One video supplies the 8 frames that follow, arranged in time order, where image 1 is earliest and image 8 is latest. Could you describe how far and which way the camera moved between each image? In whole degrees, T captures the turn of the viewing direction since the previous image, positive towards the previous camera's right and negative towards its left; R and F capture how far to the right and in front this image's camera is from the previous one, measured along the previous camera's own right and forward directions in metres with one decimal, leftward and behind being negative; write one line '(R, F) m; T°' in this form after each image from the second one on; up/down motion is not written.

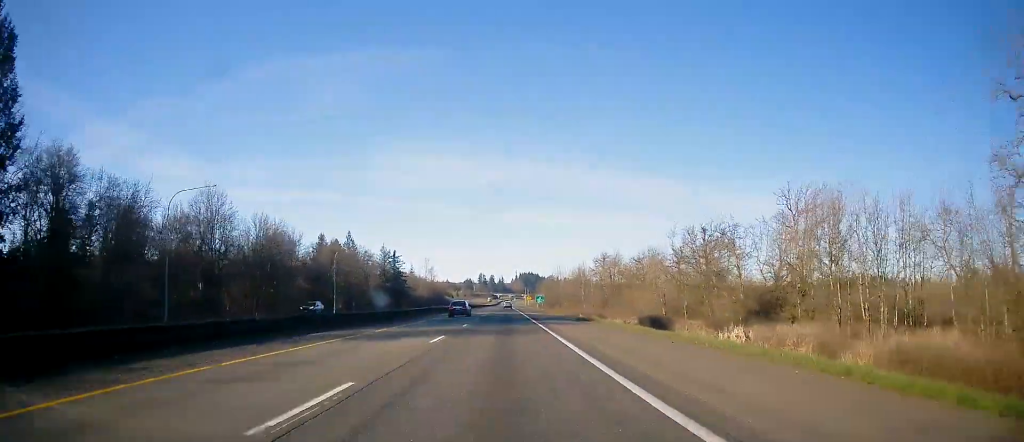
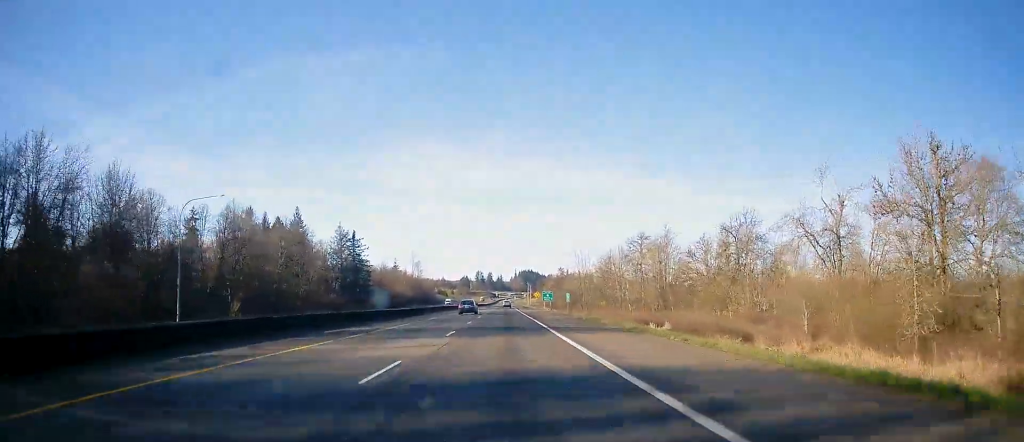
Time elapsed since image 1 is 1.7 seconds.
(-0.3, +57.9) m; 0°
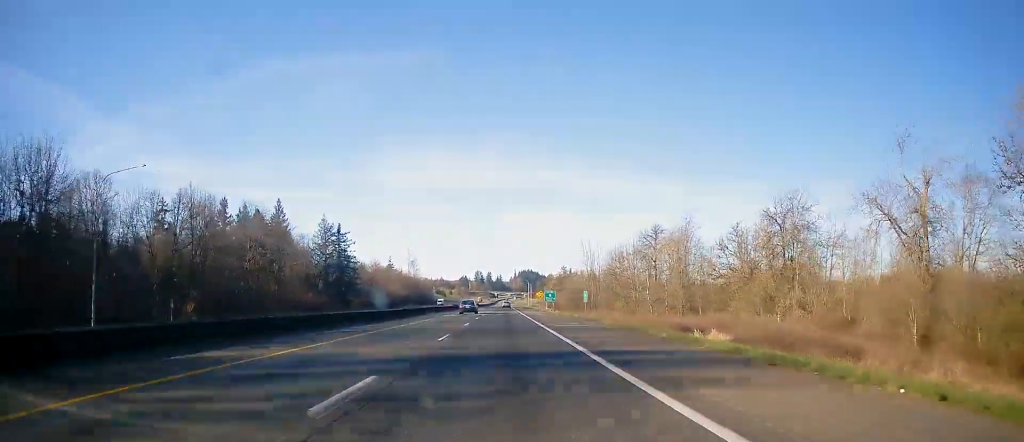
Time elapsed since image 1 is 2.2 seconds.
(-0.1, +14.5) m; 0°
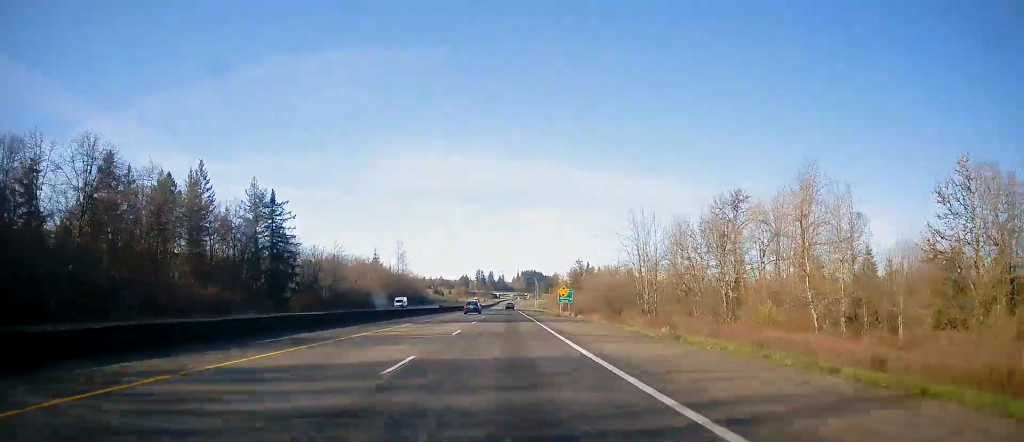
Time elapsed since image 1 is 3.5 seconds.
(+0.4, +45.4) m; 0°
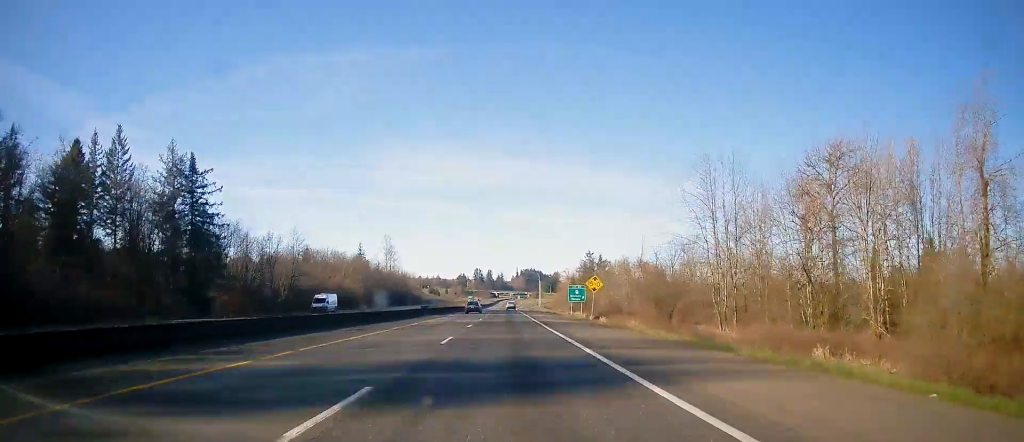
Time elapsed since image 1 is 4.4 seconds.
(-0.3, +28.9) m; -1°
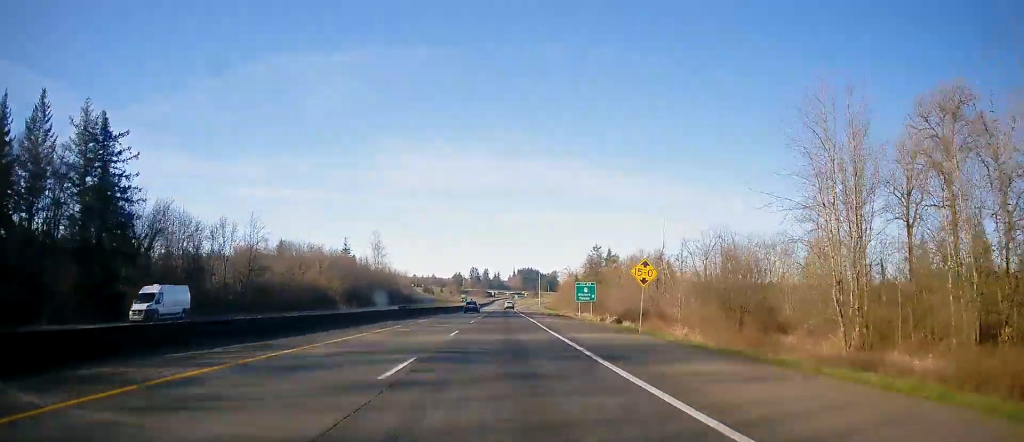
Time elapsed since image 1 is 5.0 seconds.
(0.0, +20.0) m; 0°
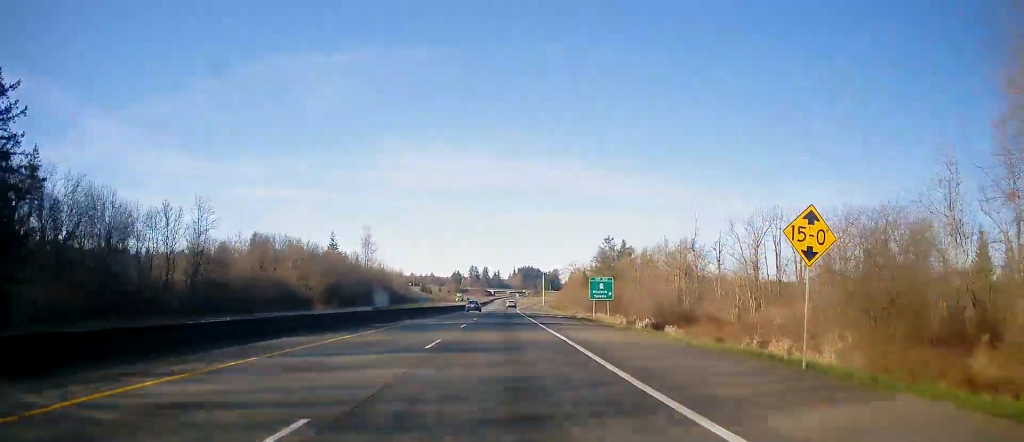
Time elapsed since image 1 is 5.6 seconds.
(0.0, +18.9) m; 0°
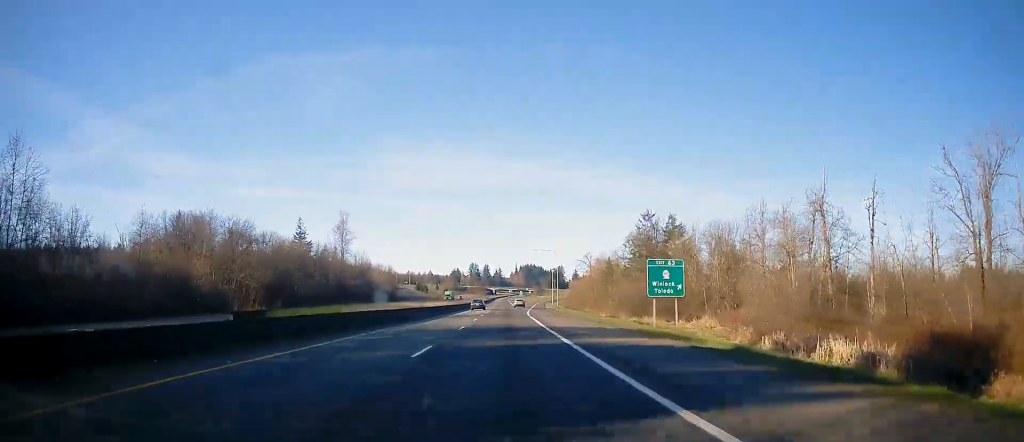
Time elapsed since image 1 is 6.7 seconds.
(0.0, +38.9) m; -1°
